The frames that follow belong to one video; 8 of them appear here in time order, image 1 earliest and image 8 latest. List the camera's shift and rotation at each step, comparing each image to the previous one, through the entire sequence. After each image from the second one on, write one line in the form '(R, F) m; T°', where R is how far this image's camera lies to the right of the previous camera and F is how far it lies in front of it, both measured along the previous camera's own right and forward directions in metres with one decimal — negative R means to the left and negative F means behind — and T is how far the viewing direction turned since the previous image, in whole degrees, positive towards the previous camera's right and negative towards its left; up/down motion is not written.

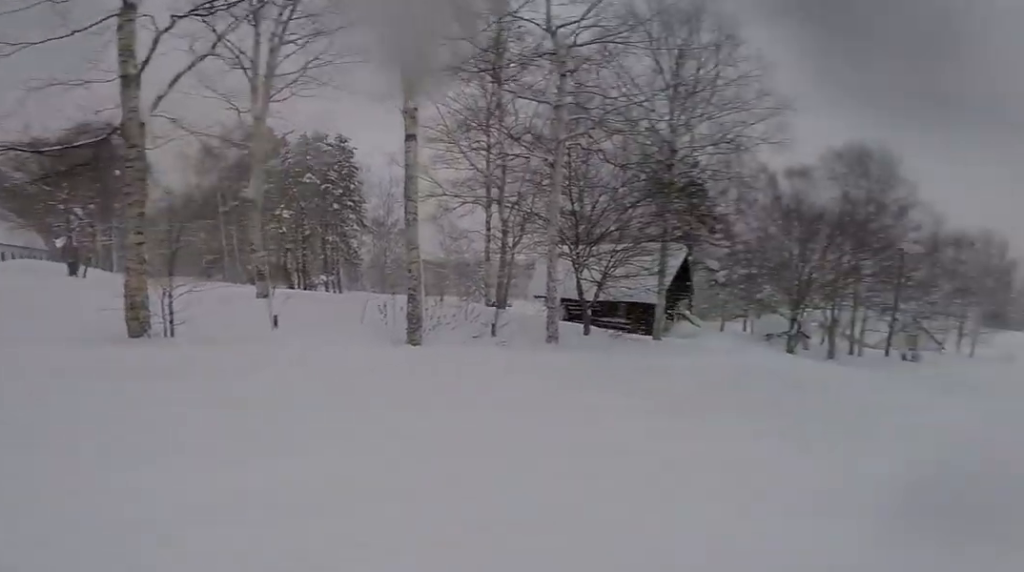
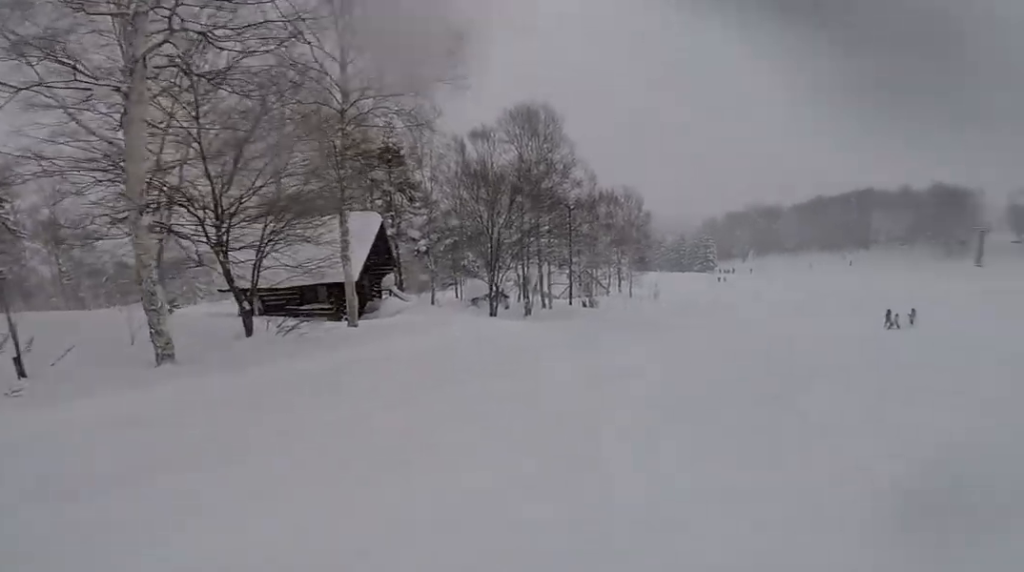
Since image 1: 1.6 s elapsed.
(+1.2, +5.8) m; +18°
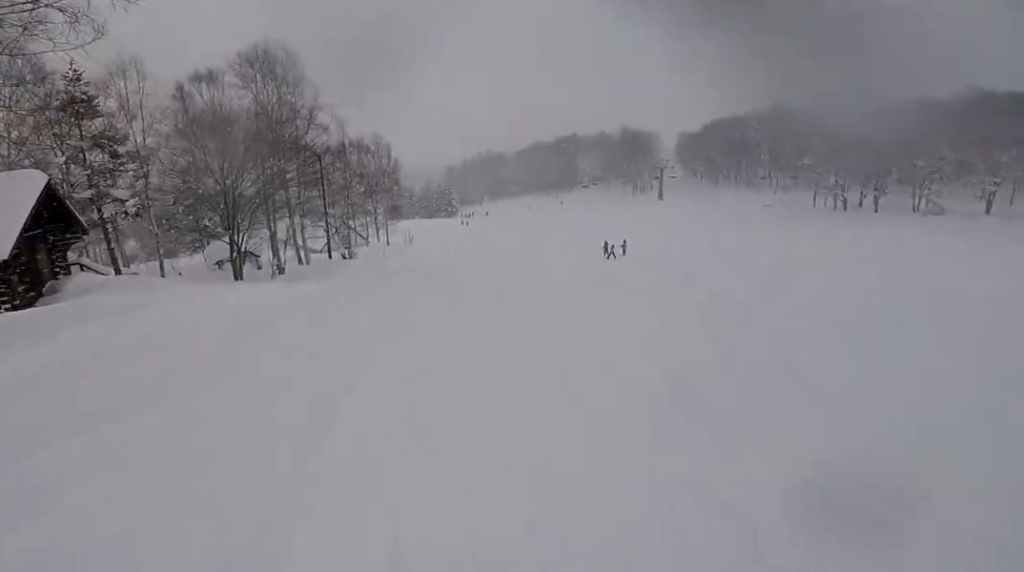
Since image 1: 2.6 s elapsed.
(+0.2, +3.9) m; -1°
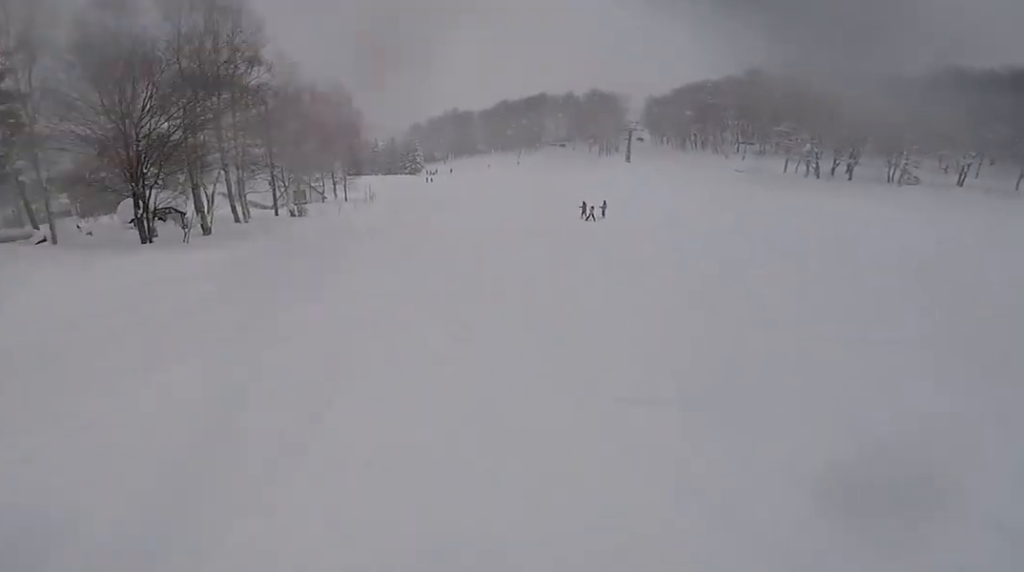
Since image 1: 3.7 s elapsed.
(-0.3, +5.4) m; 0°
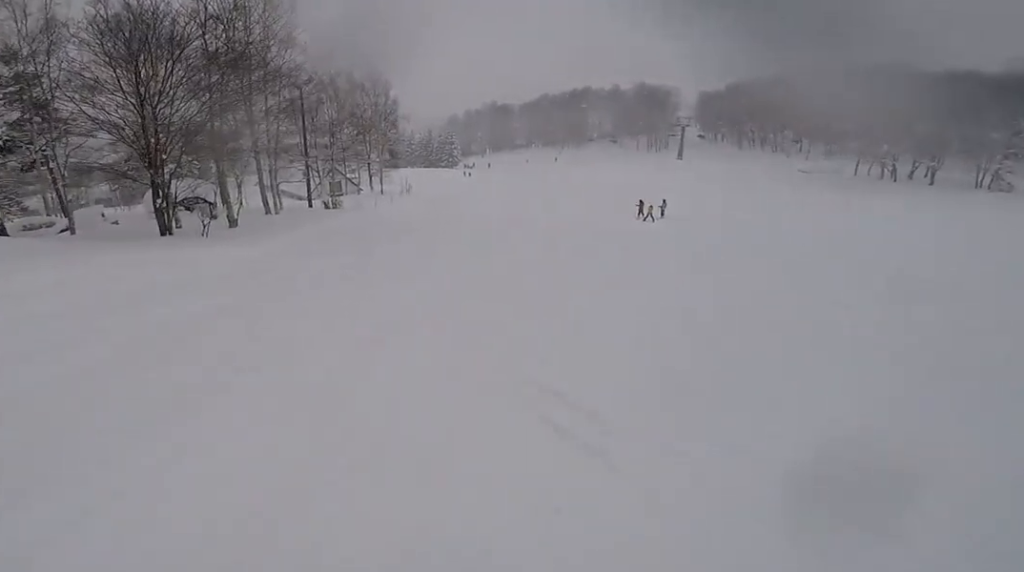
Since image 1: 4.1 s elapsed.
(+0.1, +2.6) m; +3°
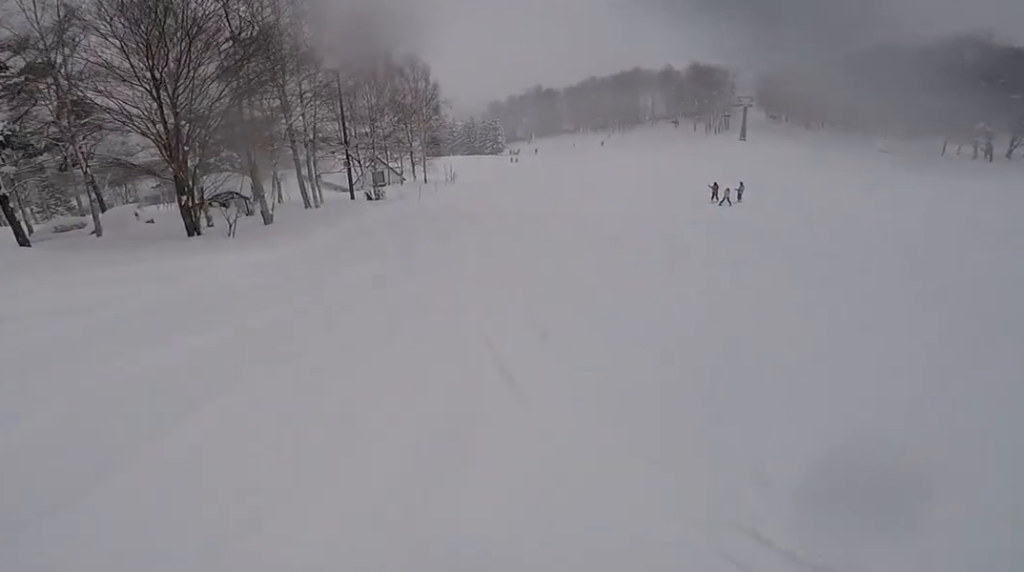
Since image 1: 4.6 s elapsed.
(0.0, +2.7) m; 0°
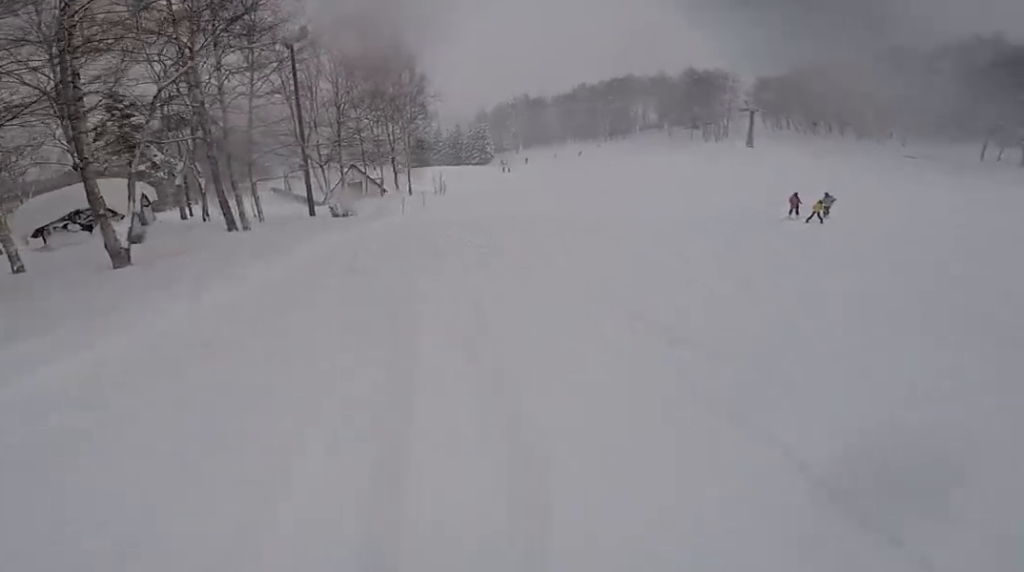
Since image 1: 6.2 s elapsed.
(0.0, +10.5) m; 0°
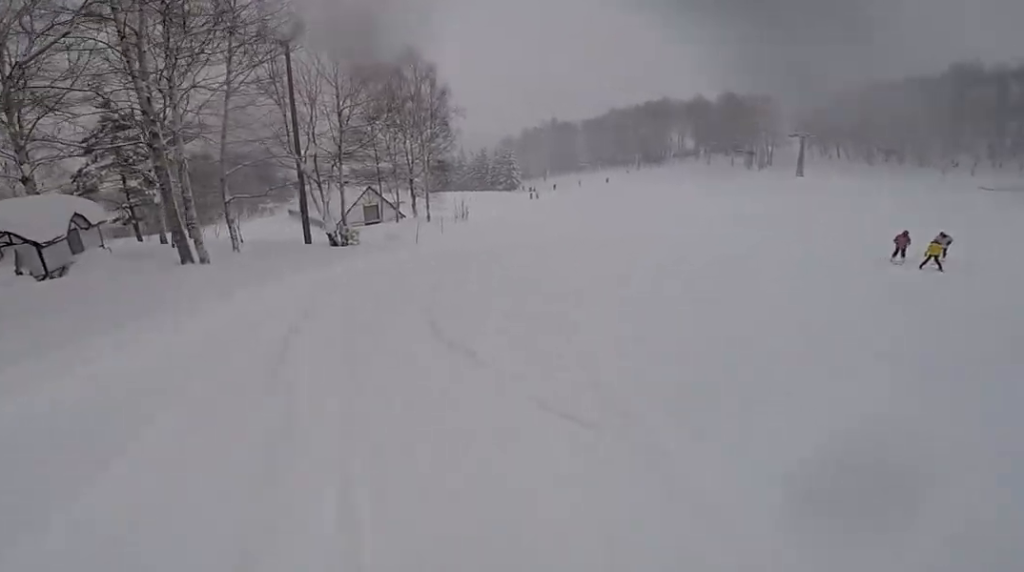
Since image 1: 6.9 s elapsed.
(0.0, +5.0) m; 0°
